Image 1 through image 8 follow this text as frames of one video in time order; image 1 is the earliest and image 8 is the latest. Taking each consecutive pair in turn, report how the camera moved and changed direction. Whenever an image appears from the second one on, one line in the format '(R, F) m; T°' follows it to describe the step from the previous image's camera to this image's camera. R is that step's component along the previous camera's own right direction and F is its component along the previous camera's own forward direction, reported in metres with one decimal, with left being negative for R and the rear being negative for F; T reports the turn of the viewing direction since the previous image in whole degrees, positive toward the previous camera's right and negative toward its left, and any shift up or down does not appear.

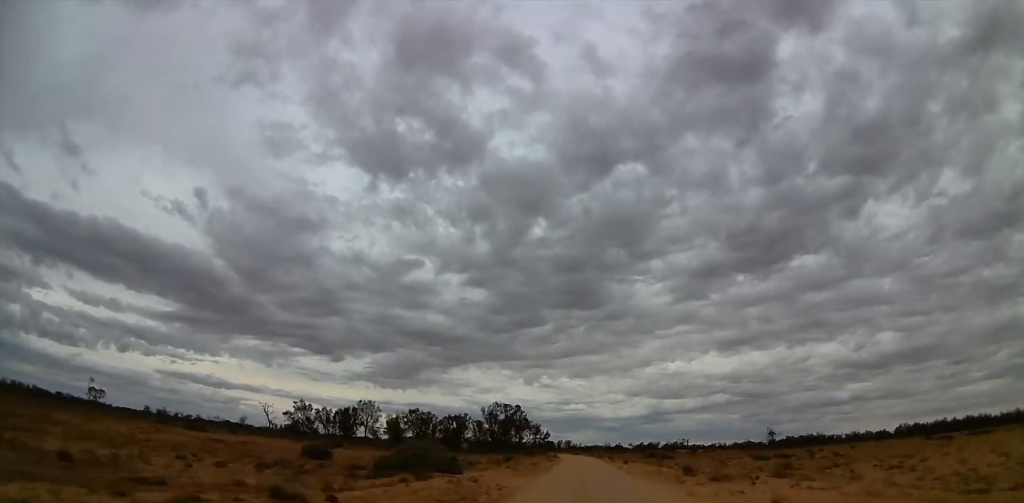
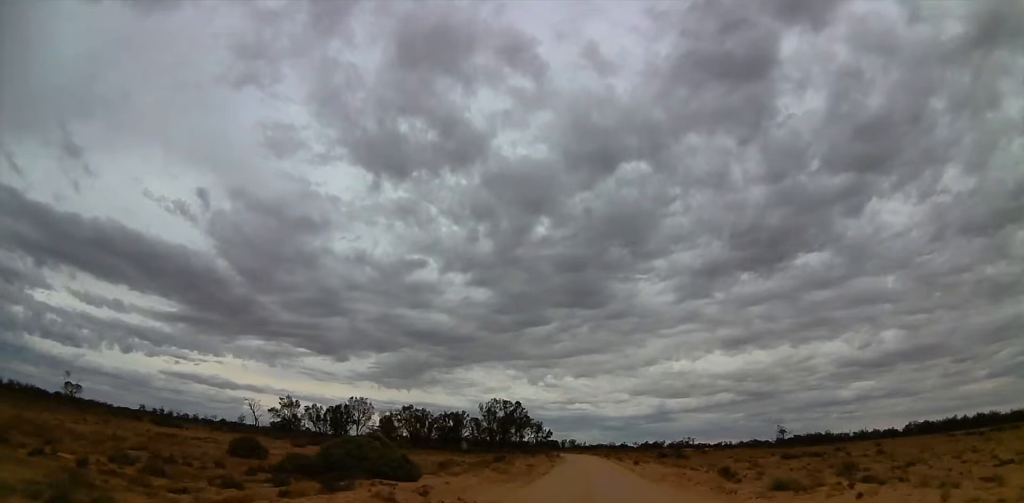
(-0.1, +7.8) m; -1°
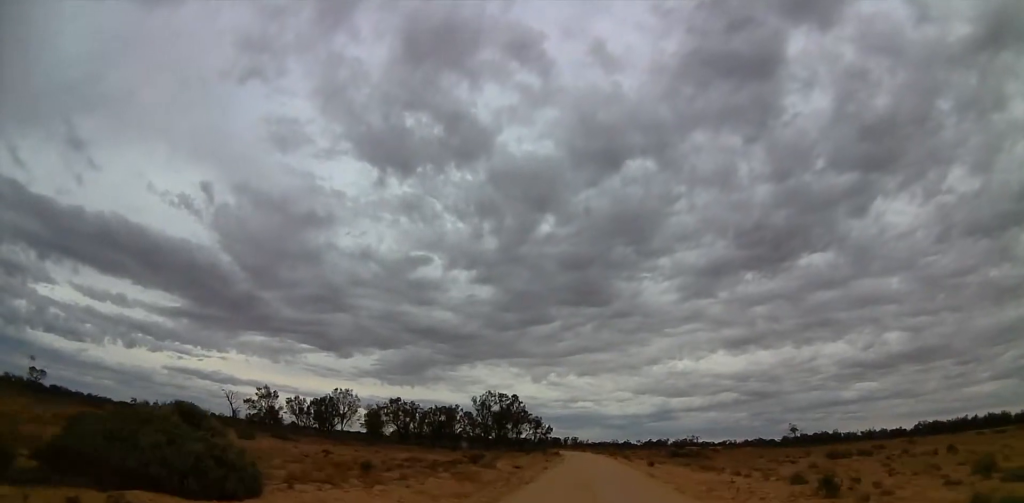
(0.0, +9.9) m; +1°
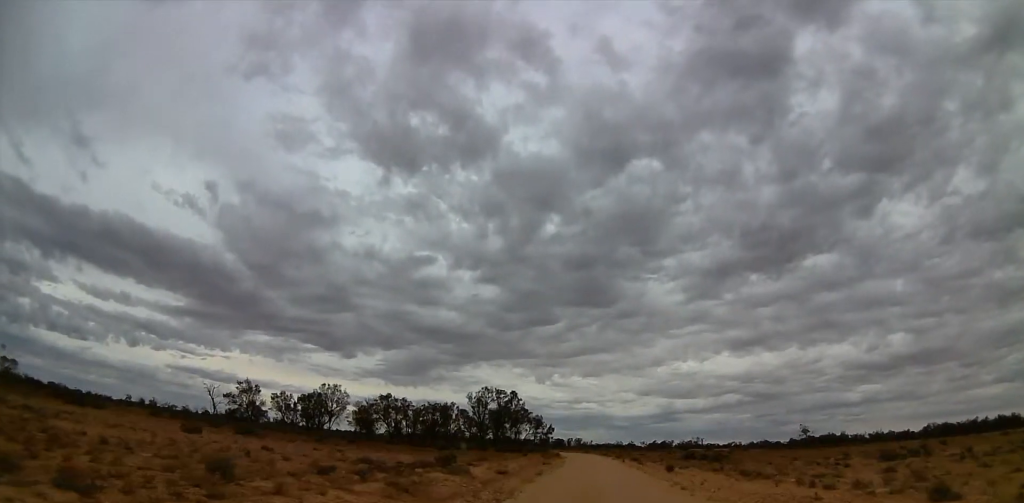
(+0.2, +8.0) m; 0°
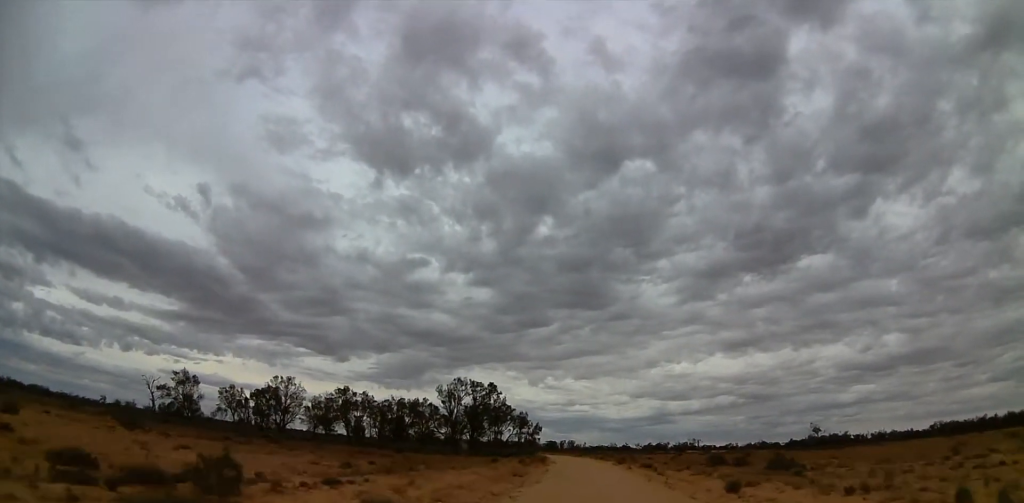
(-0.2, +16.5) m; 0°
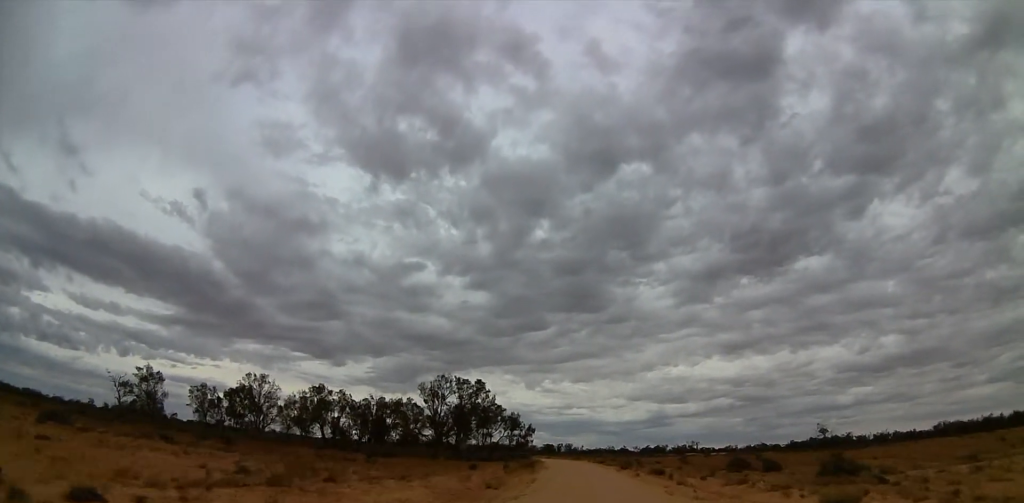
(+0.2, +8.2) m; 0°
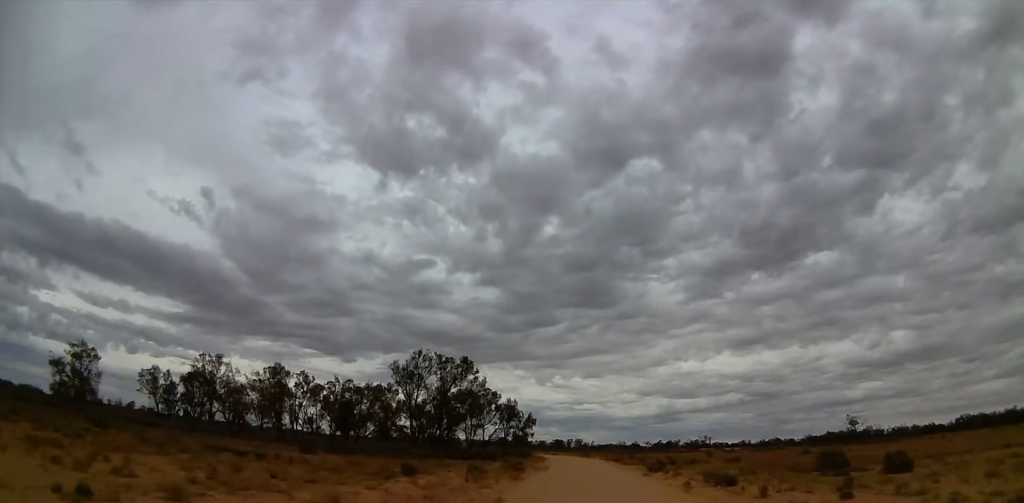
(-0.2, +14.5) m; 0°
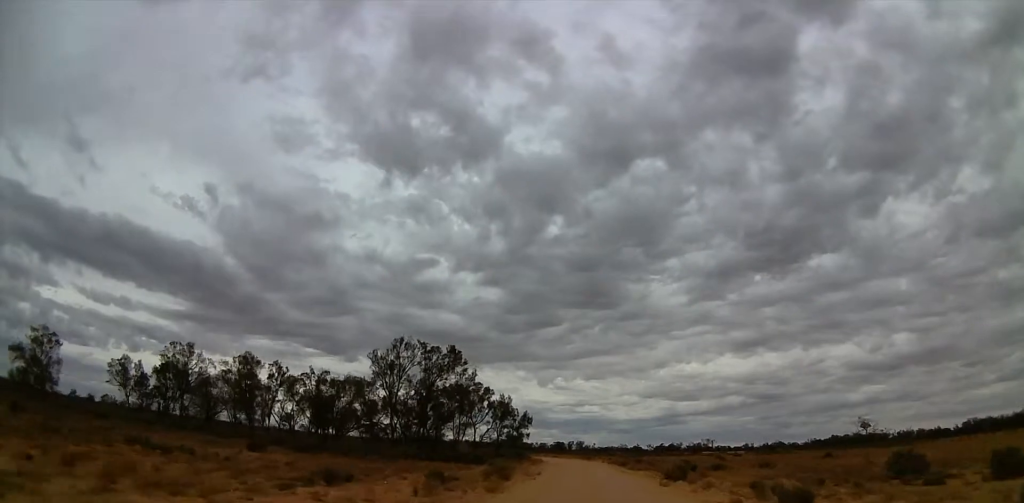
(+0.2, +6.8) m; 0°
